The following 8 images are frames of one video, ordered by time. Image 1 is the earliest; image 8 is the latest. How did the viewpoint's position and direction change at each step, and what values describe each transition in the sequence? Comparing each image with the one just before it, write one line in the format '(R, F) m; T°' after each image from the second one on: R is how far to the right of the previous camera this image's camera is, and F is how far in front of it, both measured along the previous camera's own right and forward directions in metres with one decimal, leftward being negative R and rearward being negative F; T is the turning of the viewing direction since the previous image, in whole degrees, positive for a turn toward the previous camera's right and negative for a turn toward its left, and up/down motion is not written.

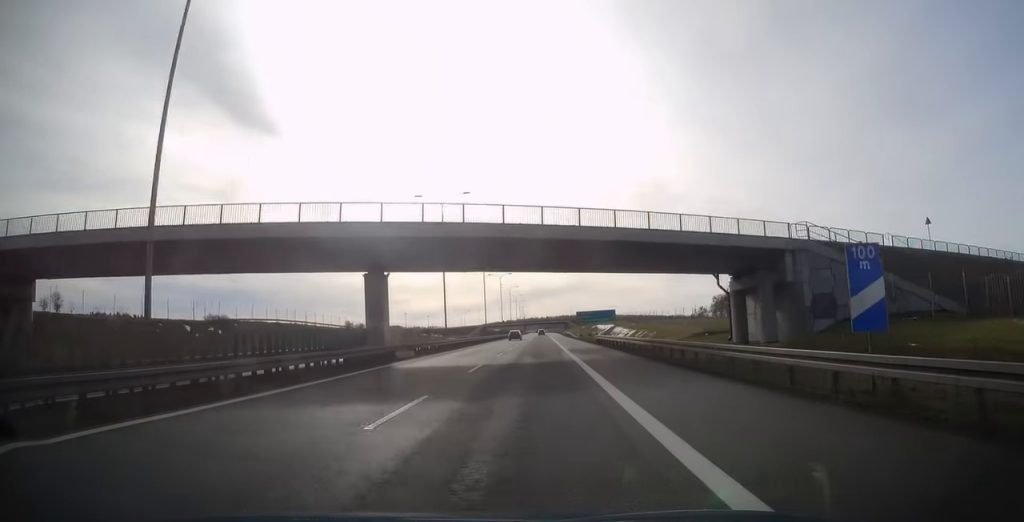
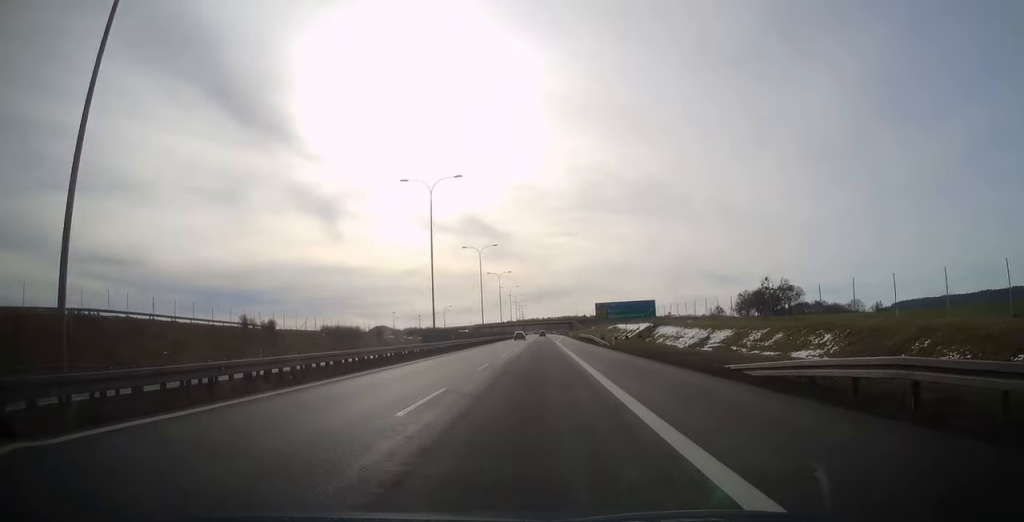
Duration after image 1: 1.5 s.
(-0.1, +46.3) m; 0°
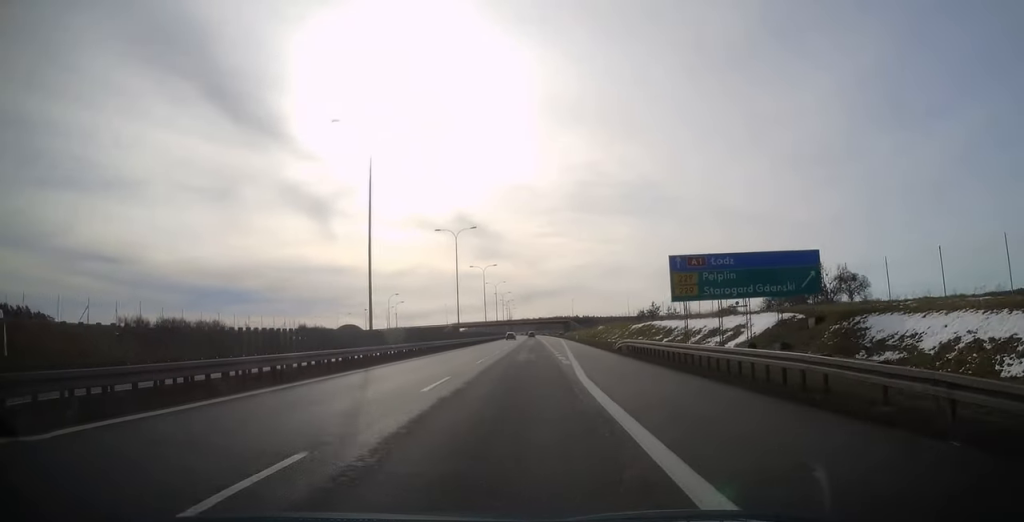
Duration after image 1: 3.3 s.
(+0.2, +55.5) m; +1°
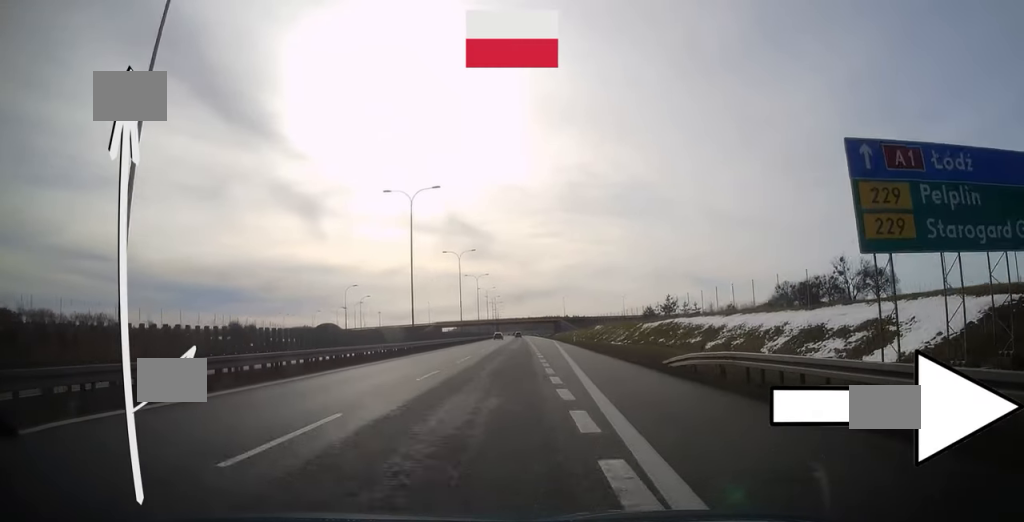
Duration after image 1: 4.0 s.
(+0.1, +20.9) m; 0°
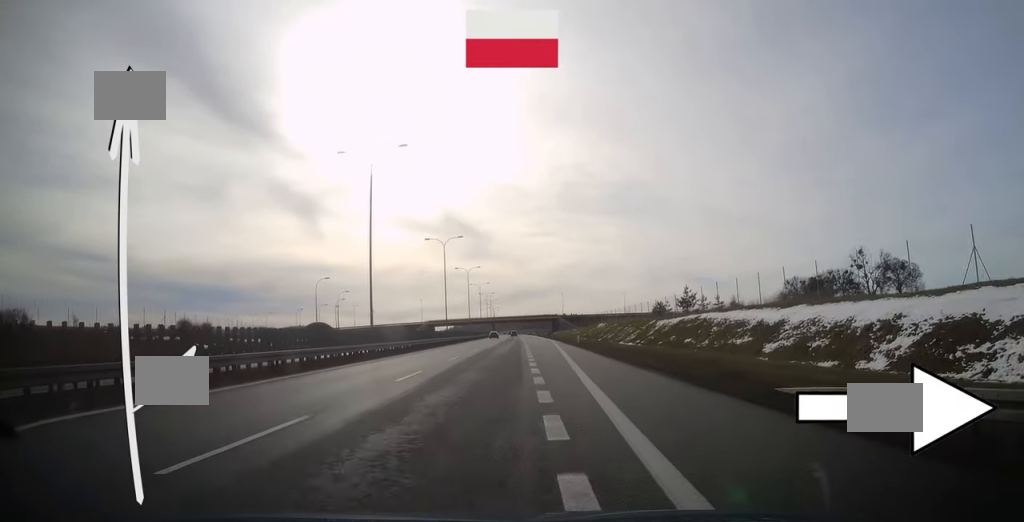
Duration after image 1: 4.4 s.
(0.0, +12.2) m; 0°
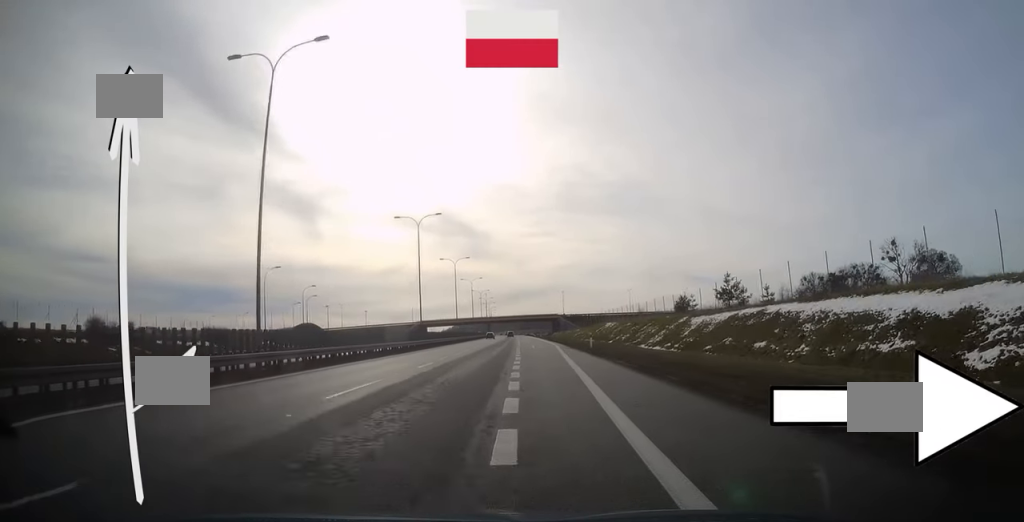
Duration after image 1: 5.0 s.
(+0.1, +16.8) m; 0°
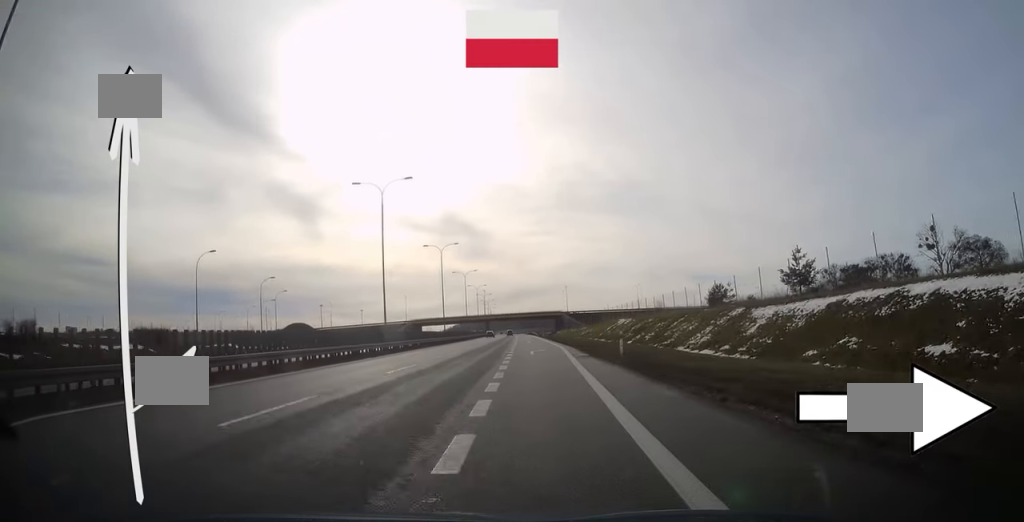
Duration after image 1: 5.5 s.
(+0.1, +15.8) m; 0°
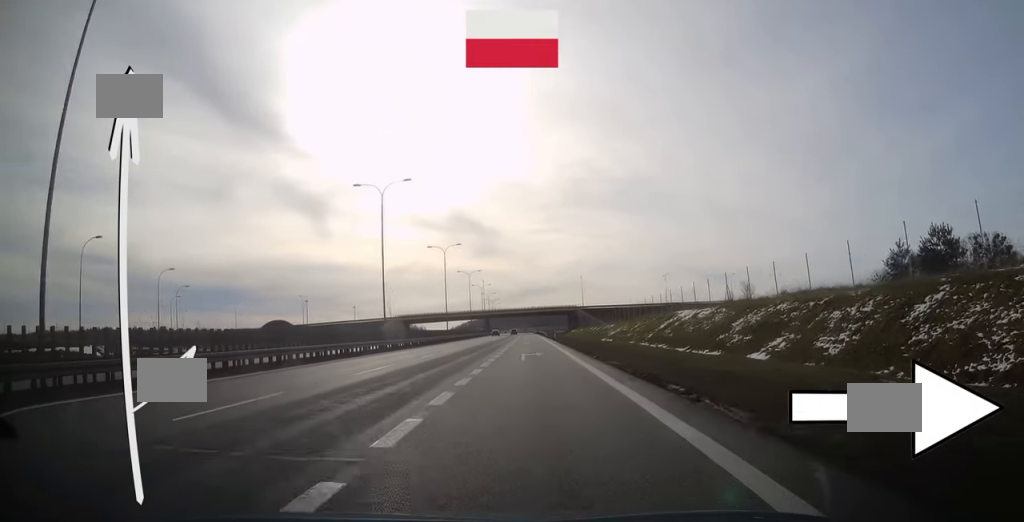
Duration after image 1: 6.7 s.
(-0.1, +37.9) m; -1°
